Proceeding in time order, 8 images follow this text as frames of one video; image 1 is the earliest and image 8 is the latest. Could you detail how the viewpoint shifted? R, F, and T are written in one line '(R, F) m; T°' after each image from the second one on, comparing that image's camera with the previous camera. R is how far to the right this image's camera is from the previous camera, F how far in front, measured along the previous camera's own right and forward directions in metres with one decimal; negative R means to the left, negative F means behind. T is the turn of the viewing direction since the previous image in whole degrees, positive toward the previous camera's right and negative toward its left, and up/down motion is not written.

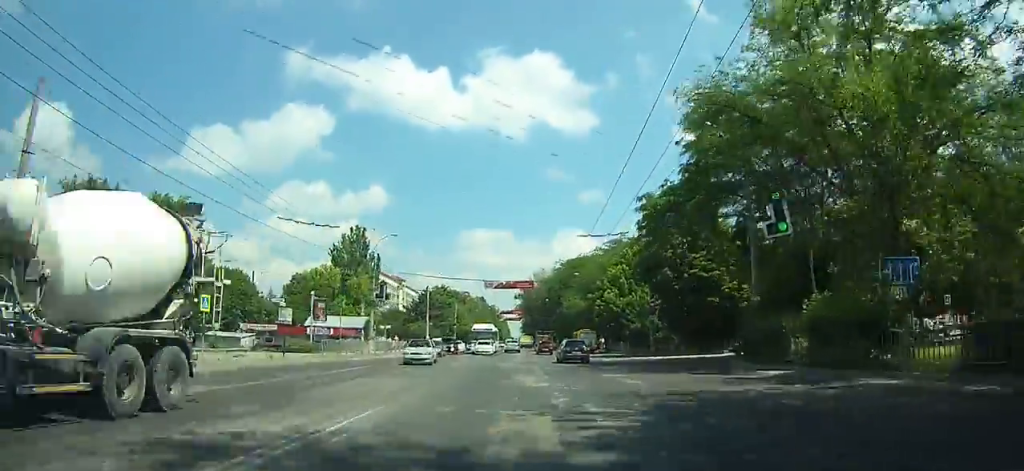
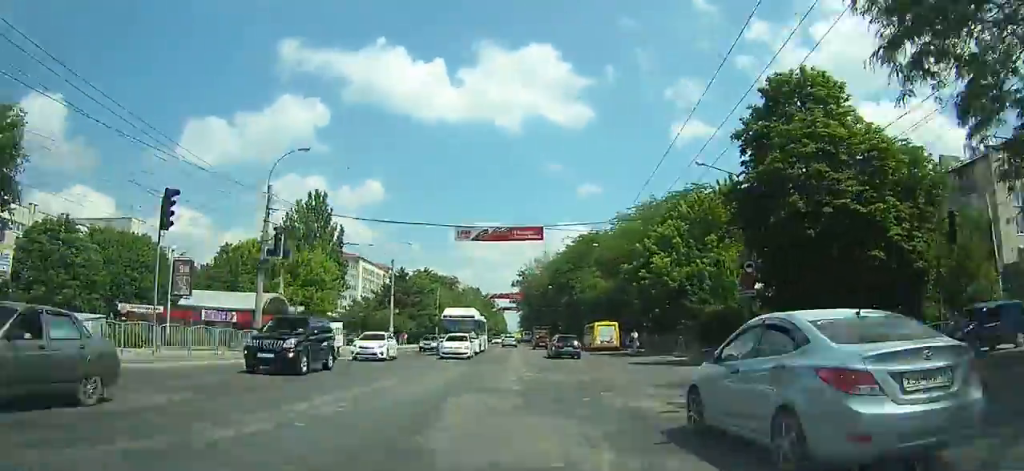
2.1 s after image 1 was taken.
(0.0, +22.3) m; 0°
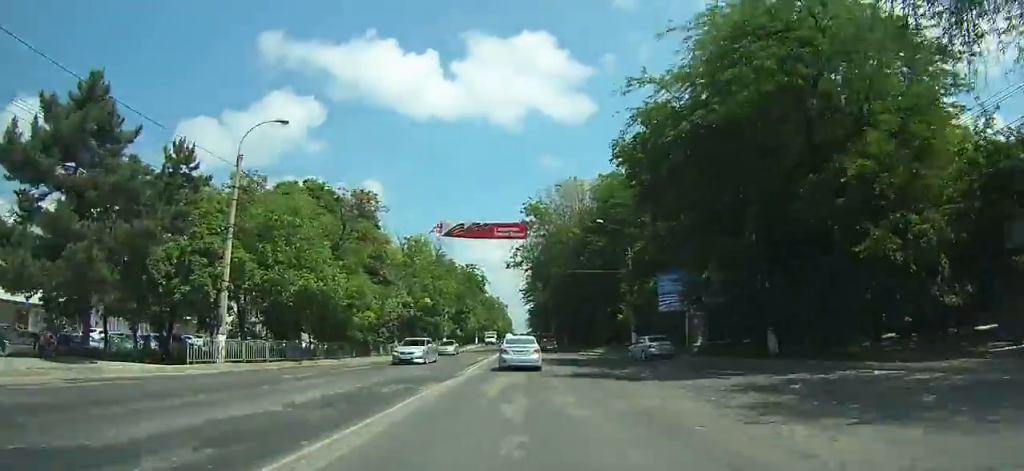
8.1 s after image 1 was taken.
(-0.1, +68.3) m; 0°
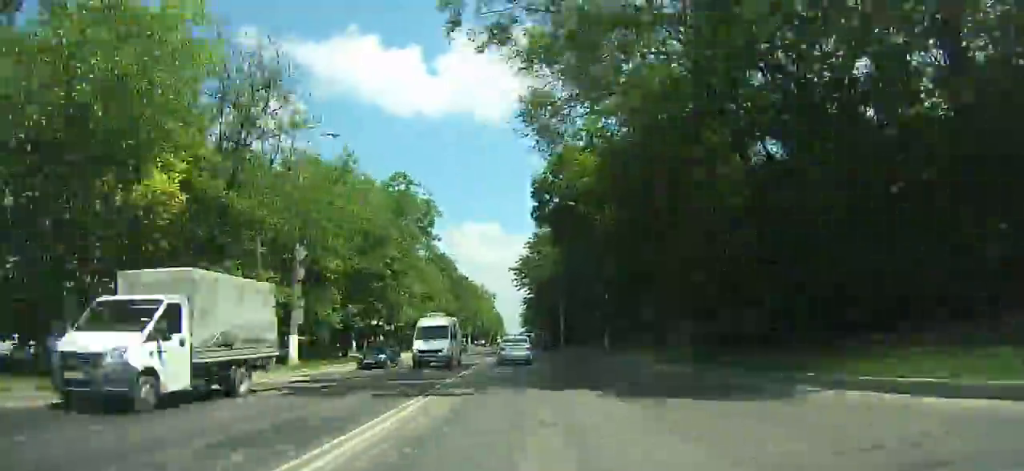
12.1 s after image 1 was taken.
(0.0, +47.8) m; 0°
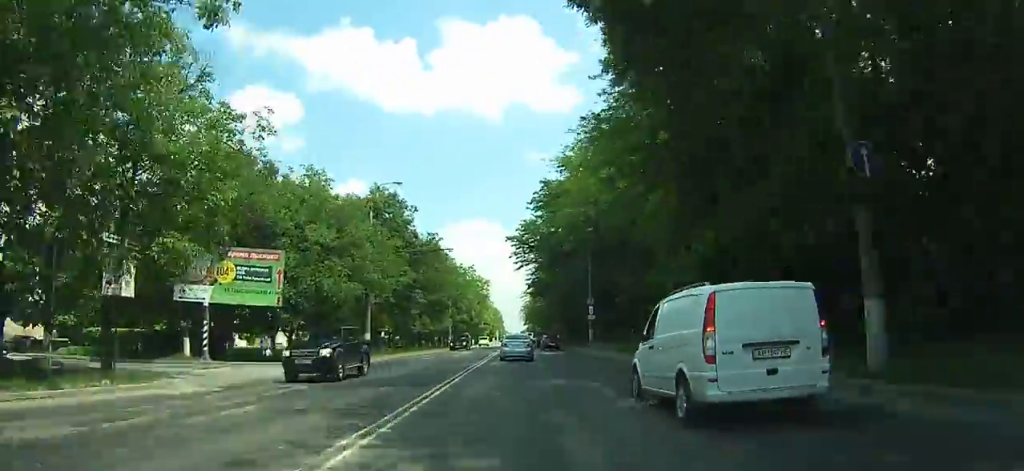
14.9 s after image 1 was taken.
(-0.2, +33.8) m; 0°
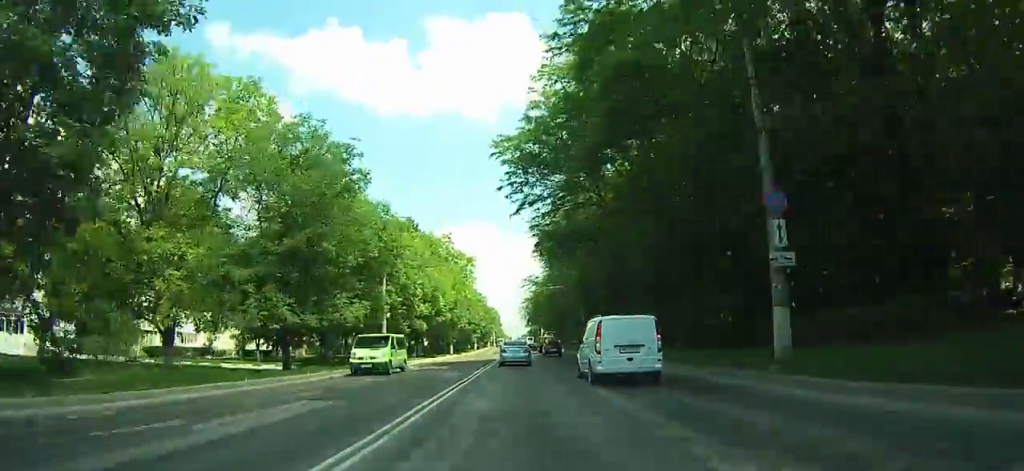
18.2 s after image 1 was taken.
(+0.3, +39.6) m; 0°
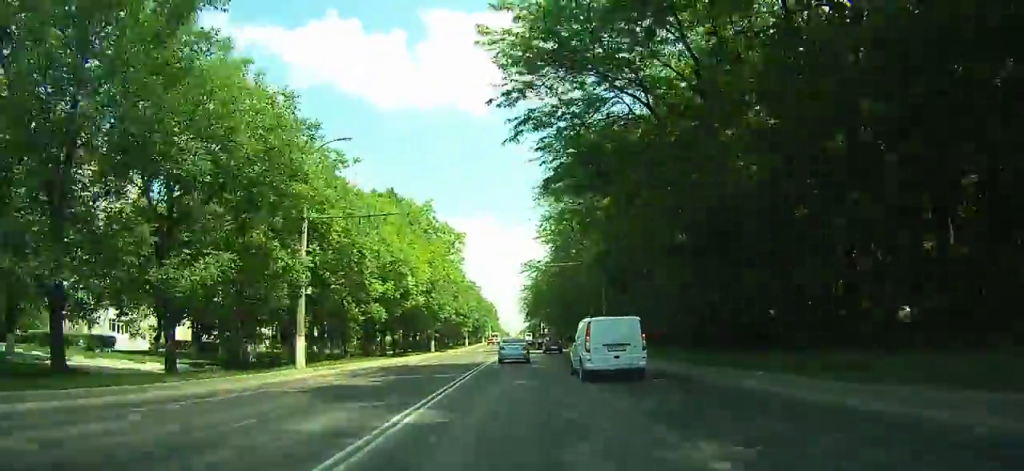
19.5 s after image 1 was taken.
(+0.2, +15.3) m; 0°
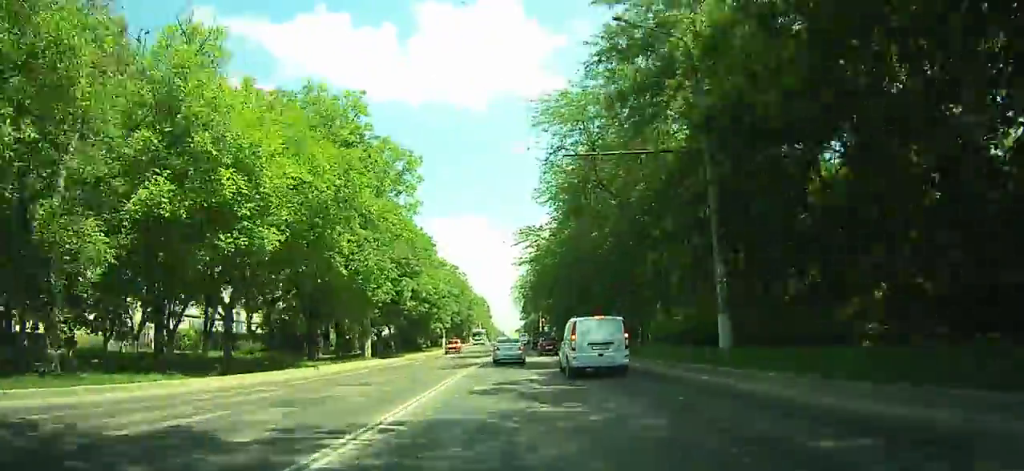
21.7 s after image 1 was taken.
(-0.7, +25.0) m; -1°
